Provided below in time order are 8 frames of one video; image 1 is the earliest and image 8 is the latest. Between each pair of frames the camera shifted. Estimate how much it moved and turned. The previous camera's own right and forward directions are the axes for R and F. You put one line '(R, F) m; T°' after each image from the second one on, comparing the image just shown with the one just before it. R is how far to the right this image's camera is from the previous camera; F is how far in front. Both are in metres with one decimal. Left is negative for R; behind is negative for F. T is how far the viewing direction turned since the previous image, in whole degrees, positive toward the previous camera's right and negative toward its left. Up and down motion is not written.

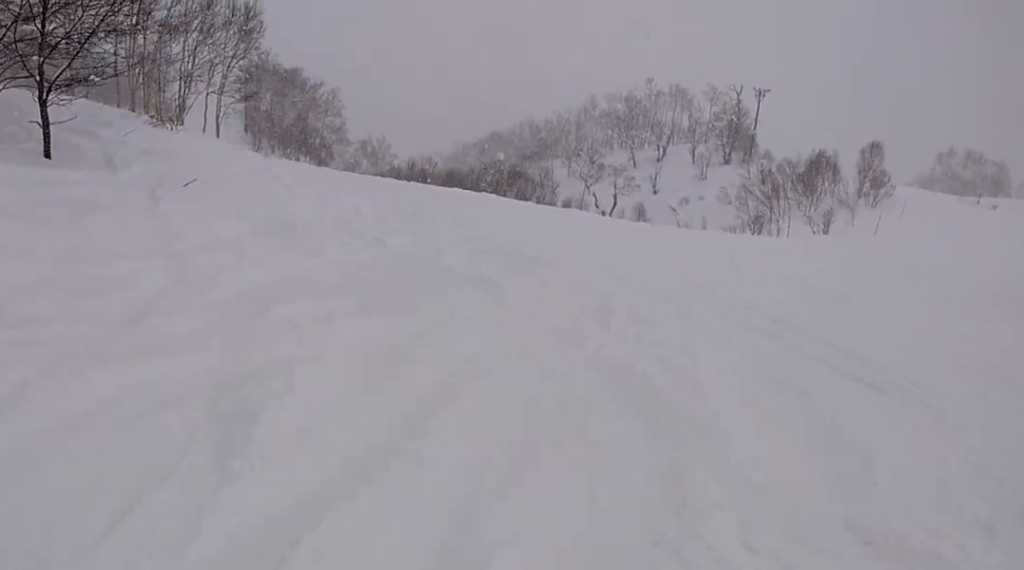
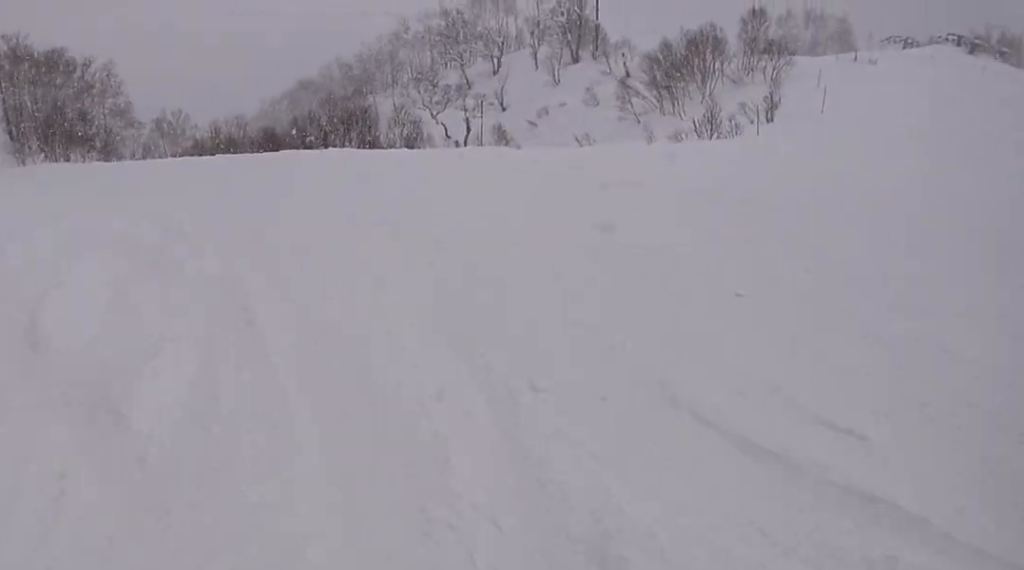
(-0.2, +14.2) m; -1°
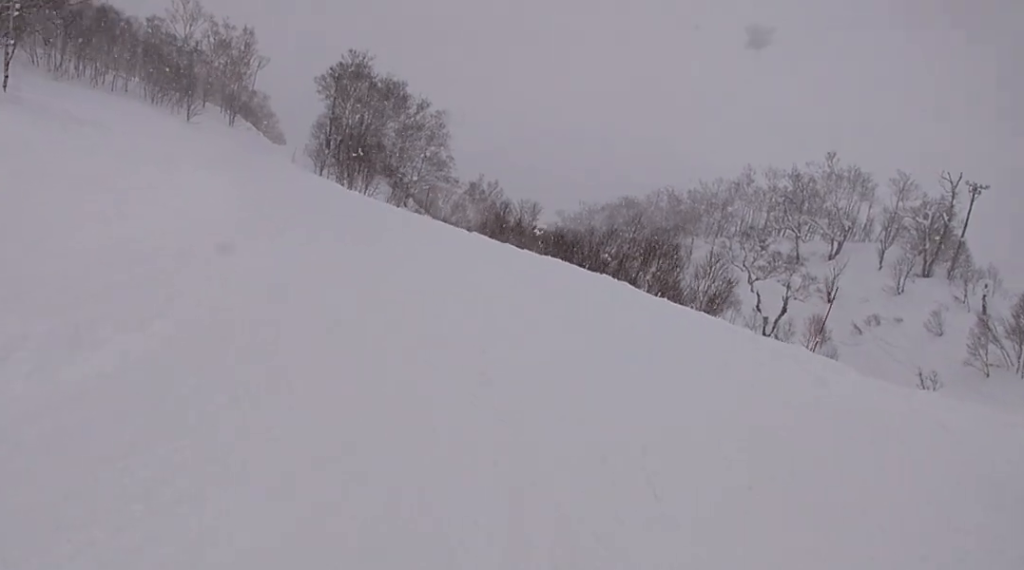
(-0.9, +7.4) m; -8°
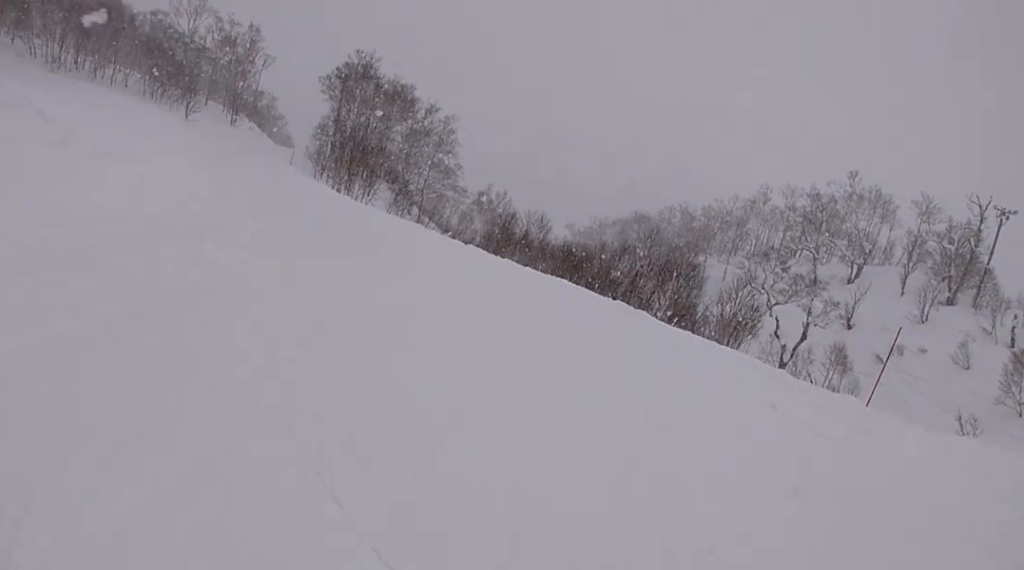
(-0.1, +3.1) m; -6°
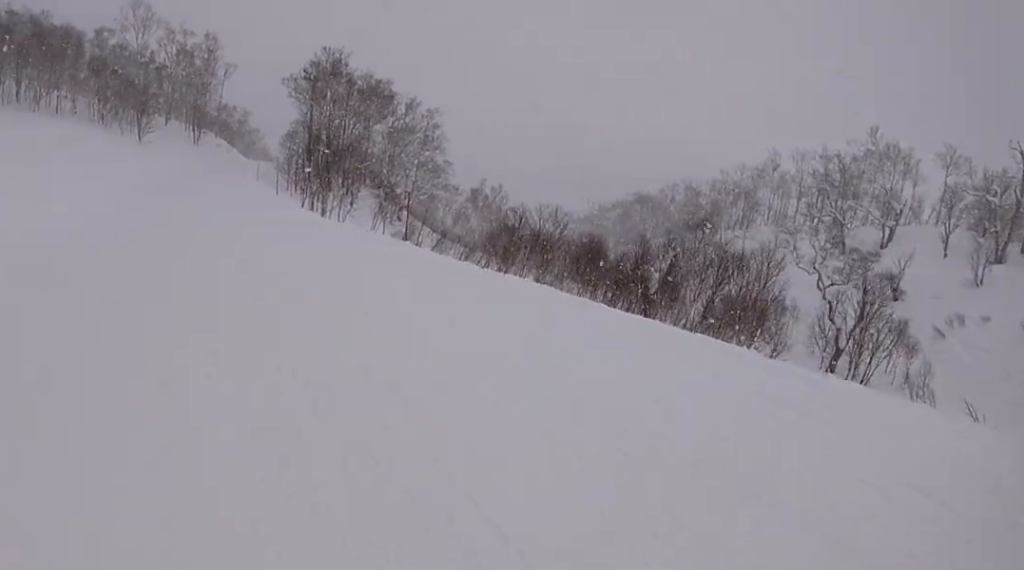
(-0.8, +7.4) m; -14°
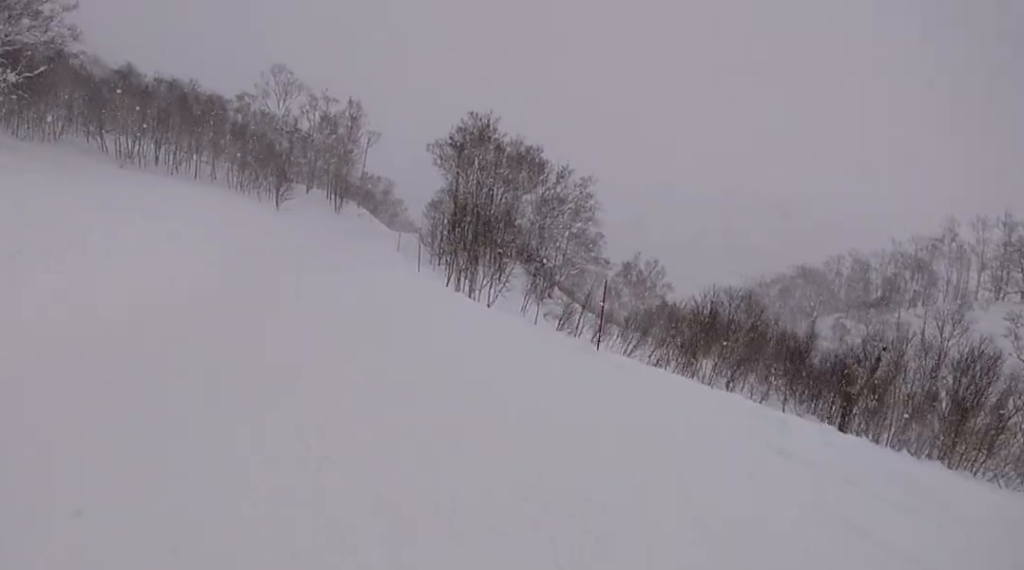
(-0.8, +5.8) m; -9°
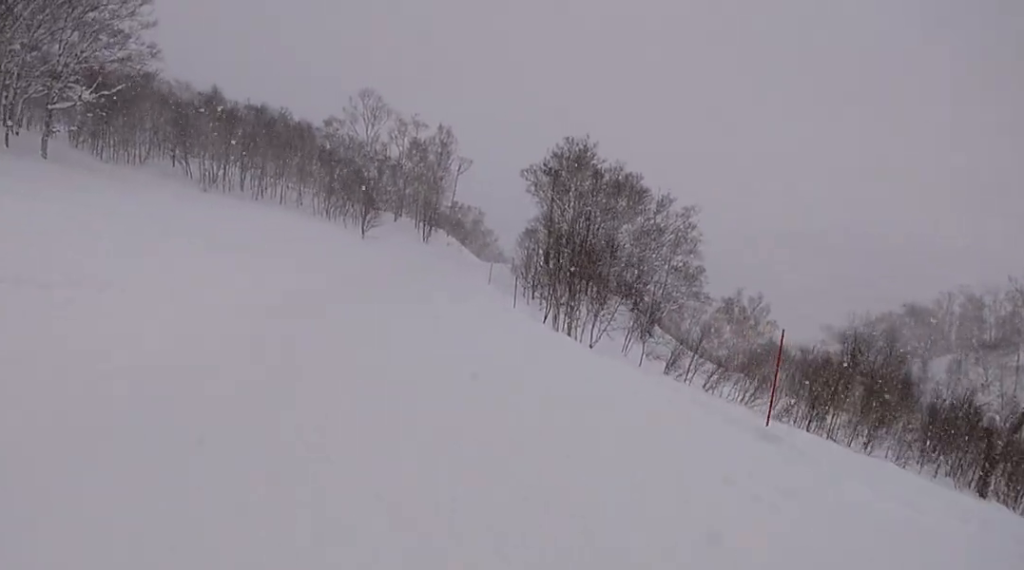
(0.0, +3.4) m; -1°
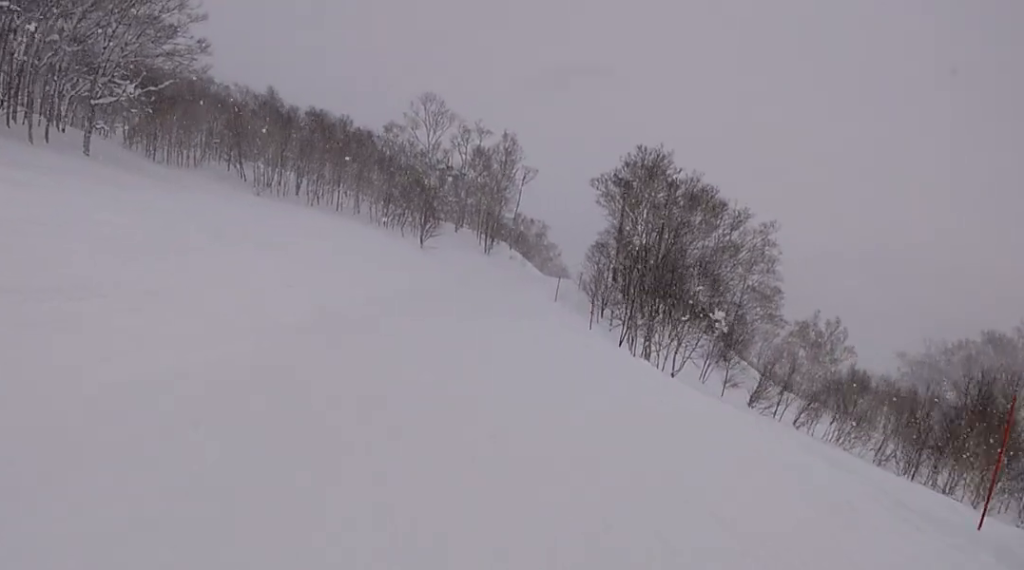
(+0.1, +3.3) m; -1°
